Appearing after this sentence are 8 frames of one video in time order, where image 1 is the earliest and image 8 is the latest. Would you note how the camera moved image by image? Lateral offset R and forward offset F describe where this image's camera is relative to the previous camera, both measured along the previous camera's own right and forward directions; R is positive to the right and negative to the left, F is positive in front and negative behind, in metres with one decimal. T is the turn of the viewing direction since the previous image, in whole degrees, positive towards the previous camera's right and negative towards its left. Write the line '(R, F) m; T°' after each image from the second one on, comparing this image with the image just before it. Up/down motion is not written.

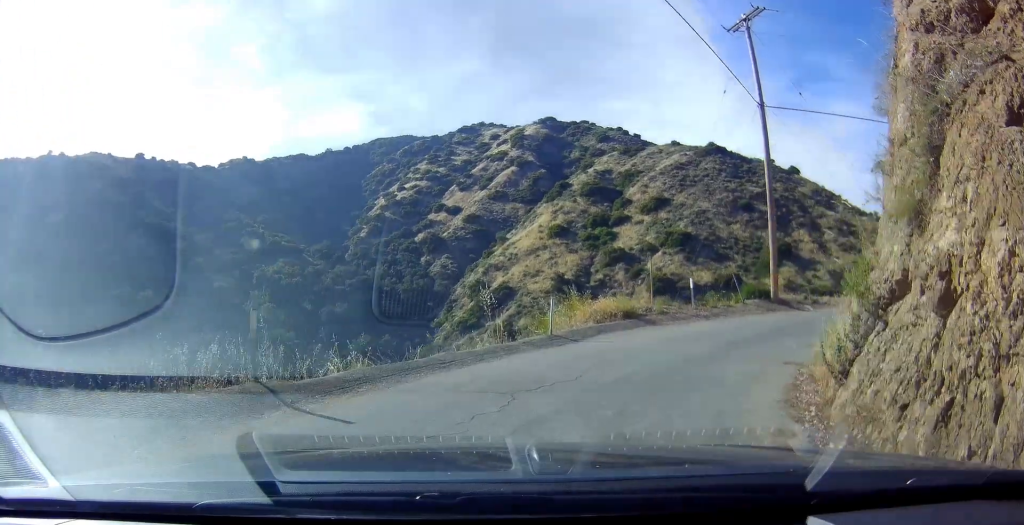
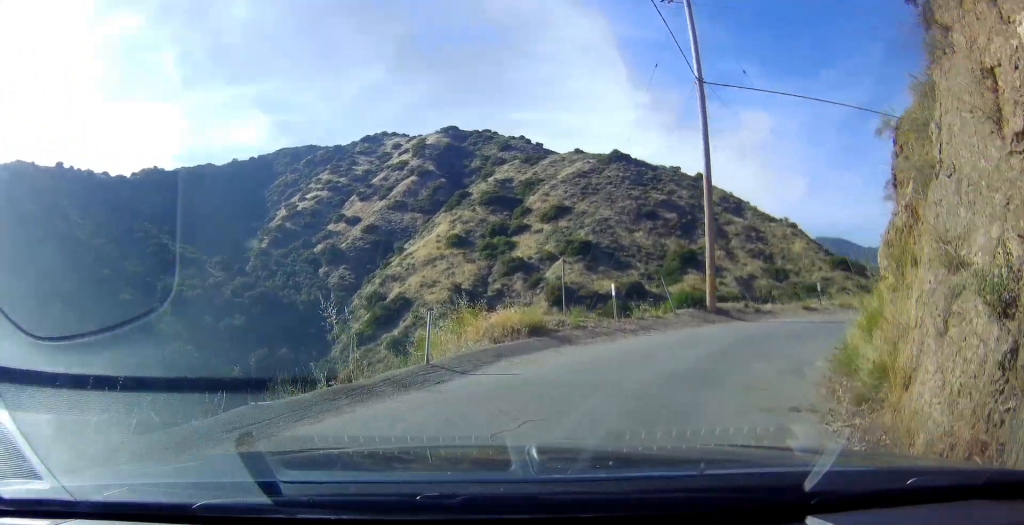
(+0.5, +3.8) m; +8°
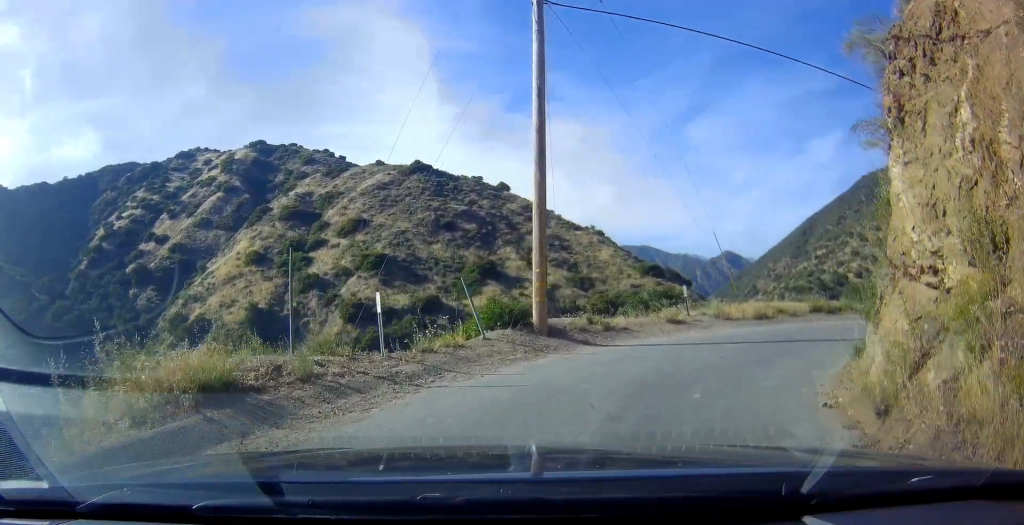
(+1.2, +6.6) m; +19°
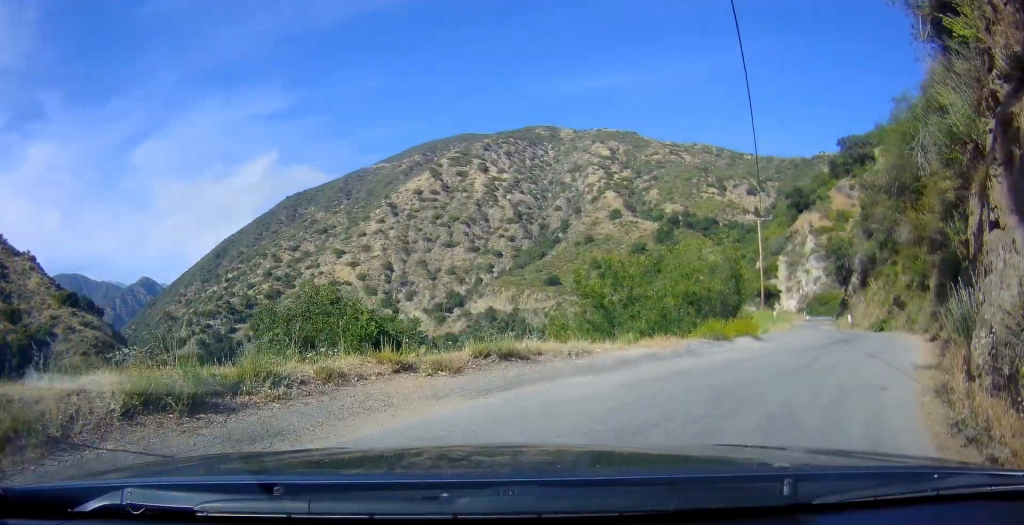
(+8.1, +12.5) m; +59°
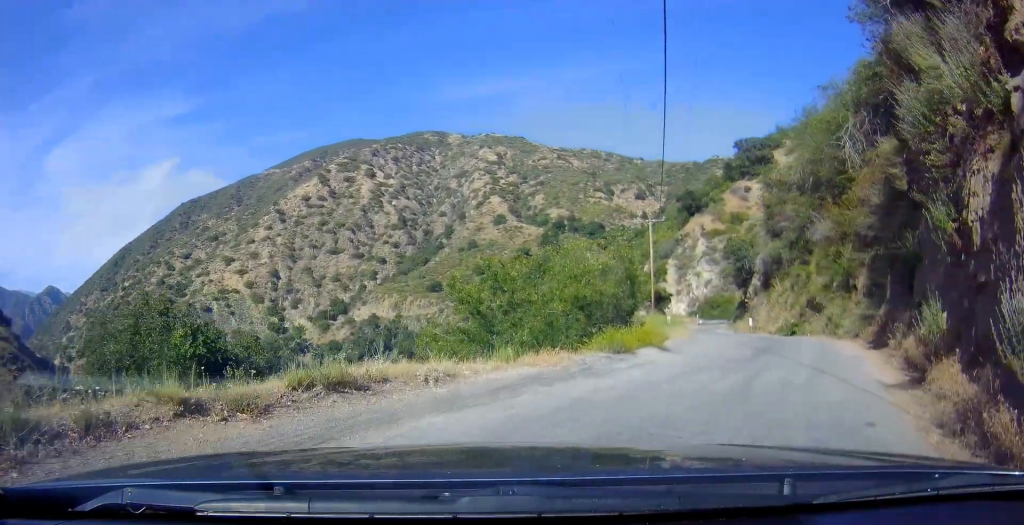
(+0.1, +2.4) m; +13°
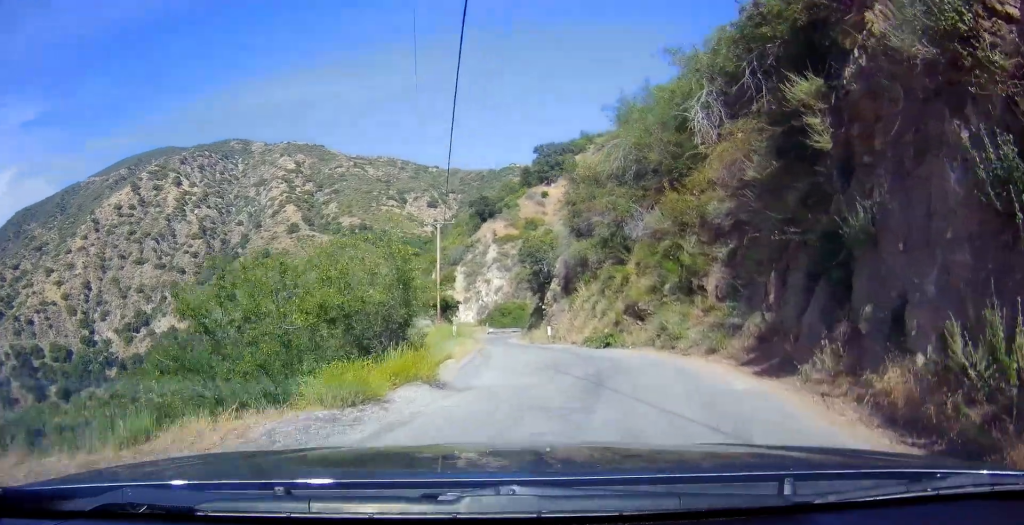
(+0.6, +4.1) m; +19°
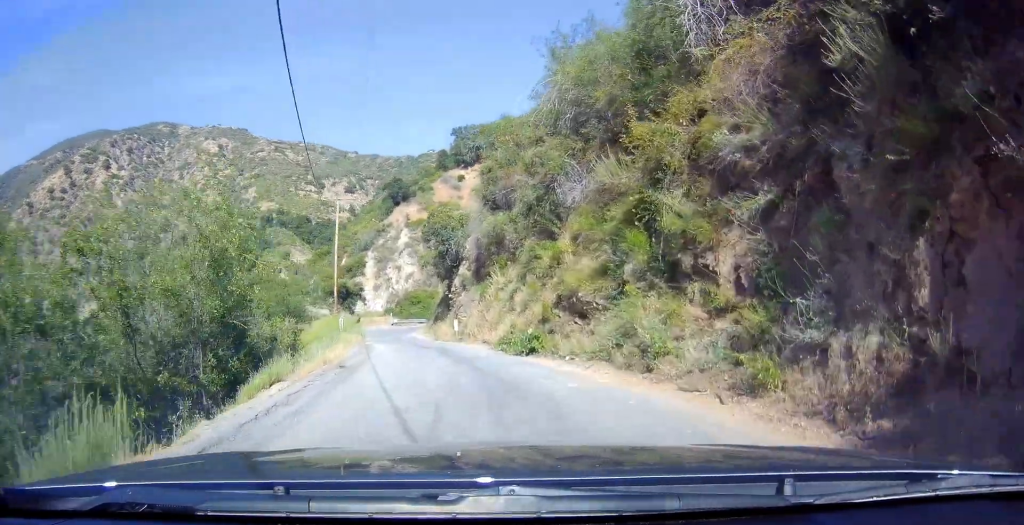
(+1.7, +6.6) m; +11°
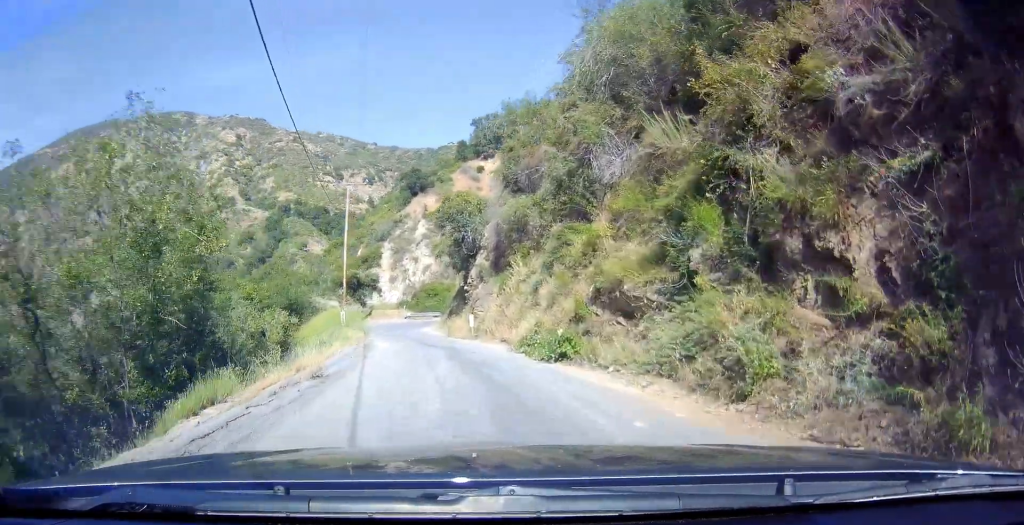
(+0.1, +3.4) m; -3°
